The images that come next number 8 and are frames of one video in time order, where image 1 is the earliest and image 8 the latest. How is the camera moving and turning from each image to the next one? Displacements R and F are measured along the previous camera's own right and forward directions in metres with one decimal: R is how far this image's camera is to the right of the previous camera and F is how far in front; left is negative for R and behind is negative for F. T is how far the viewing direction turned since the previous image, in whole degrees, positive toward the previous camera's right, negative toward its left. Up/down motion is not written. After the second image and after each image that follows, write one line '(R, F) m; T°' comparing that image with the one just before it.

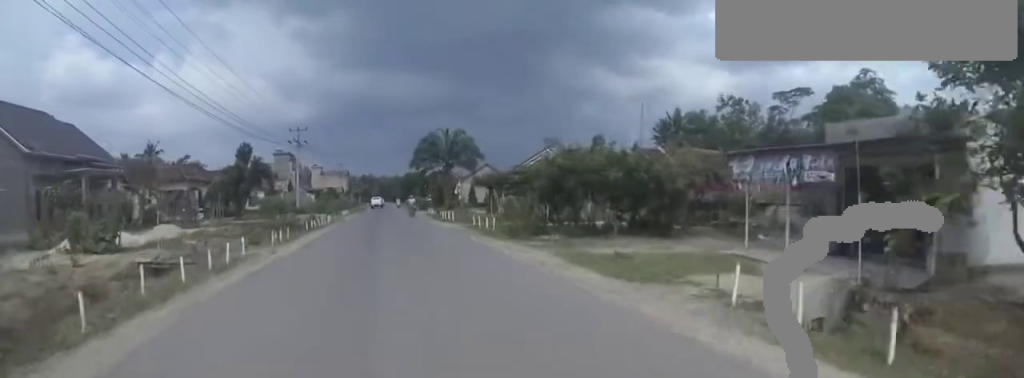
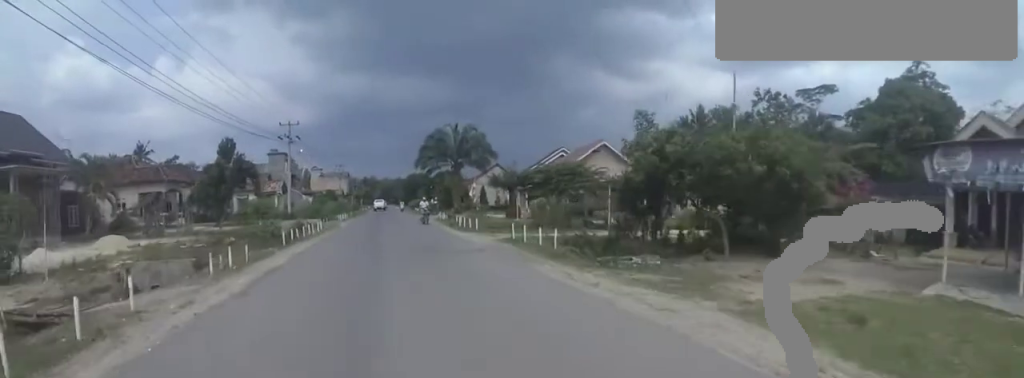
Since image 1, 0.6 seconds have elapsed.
(0.0, +6.0) m; 0°
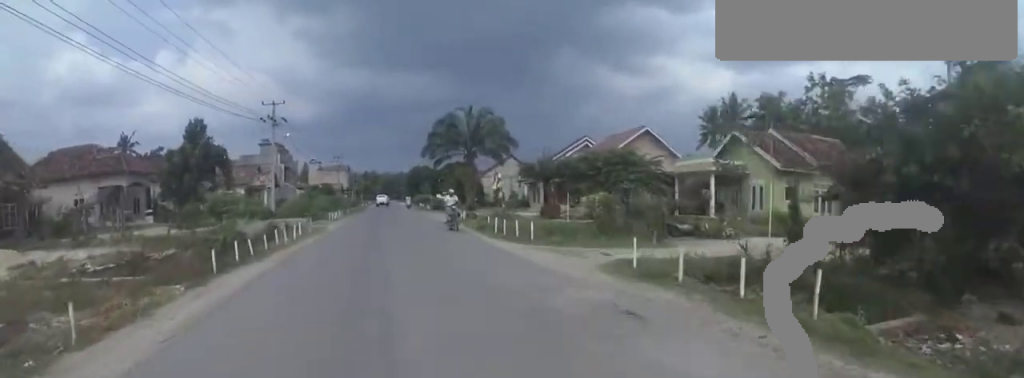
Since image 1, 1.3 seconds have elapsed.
(0.0, +7.4) m; 0°
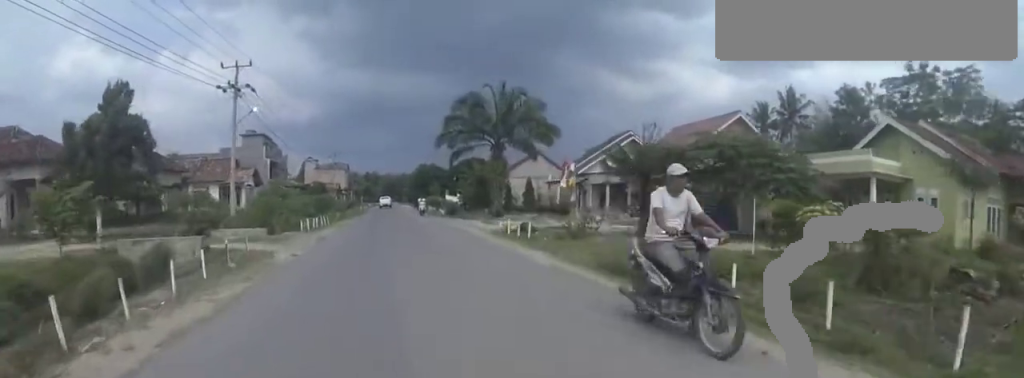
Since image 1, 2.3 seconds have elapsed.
(0.0, +11.0) m; 0°
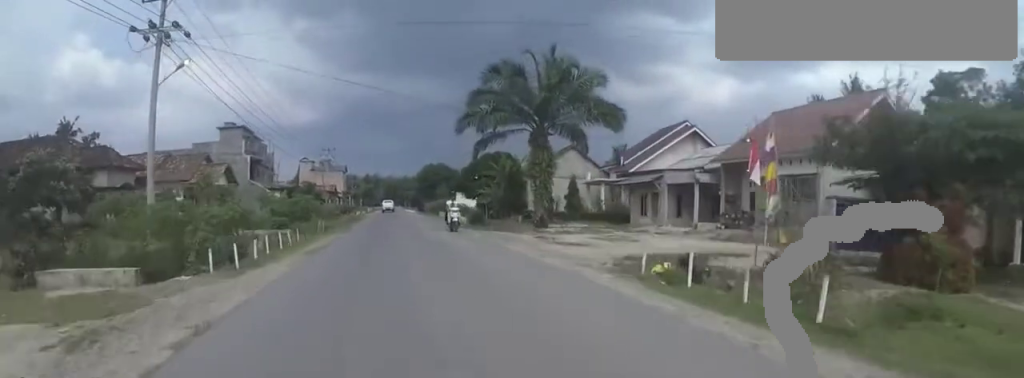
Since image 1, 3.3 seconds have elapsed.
(0.0, +9.9) m; 0°
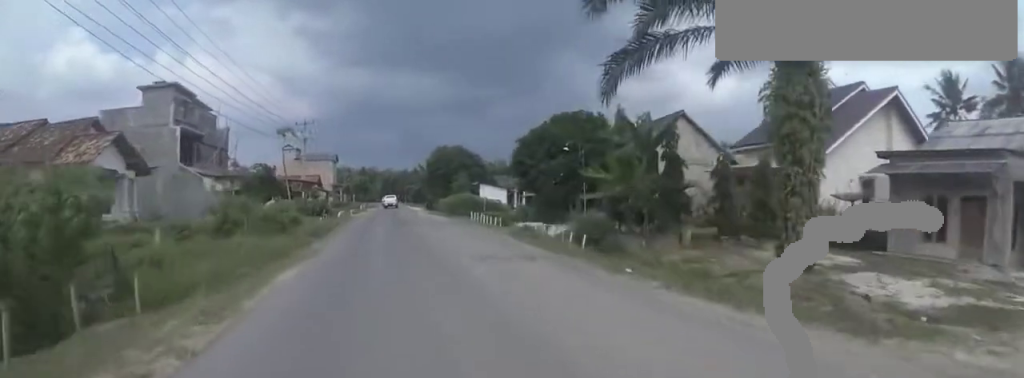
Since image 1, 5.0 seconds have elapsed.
(0.0, +17.7) m; 0°
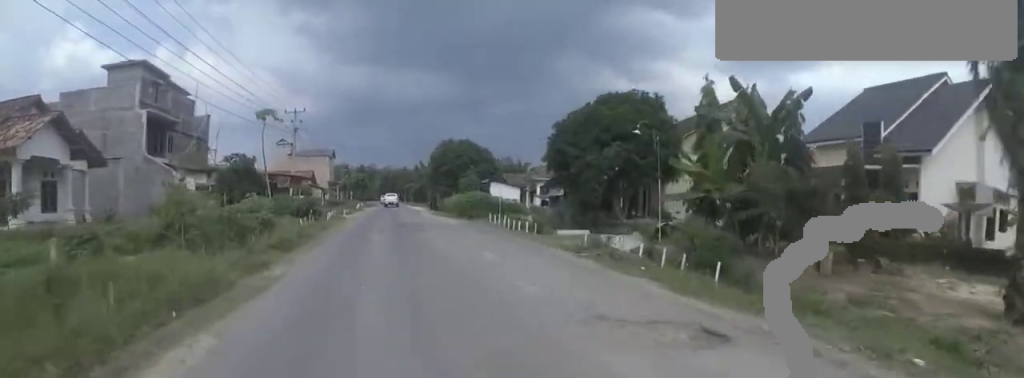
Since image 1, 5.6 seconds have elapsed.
(0.0, +5.4) m; 0°
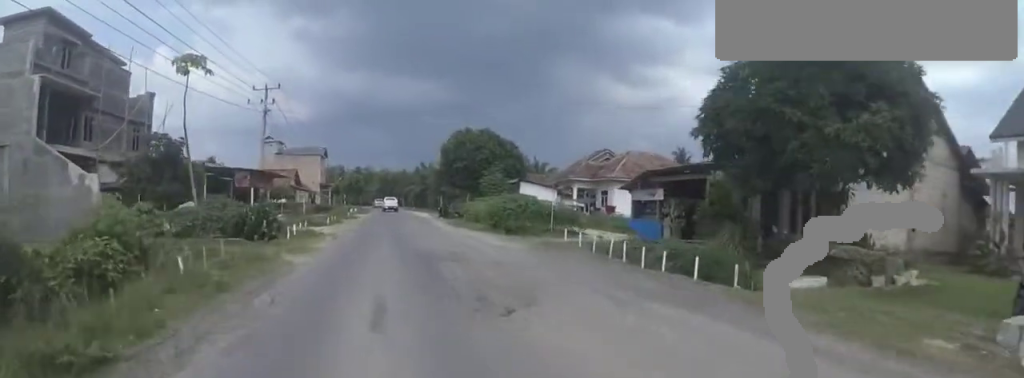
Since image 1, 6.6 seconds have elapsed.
(0.0, +10.4) m; 0°
